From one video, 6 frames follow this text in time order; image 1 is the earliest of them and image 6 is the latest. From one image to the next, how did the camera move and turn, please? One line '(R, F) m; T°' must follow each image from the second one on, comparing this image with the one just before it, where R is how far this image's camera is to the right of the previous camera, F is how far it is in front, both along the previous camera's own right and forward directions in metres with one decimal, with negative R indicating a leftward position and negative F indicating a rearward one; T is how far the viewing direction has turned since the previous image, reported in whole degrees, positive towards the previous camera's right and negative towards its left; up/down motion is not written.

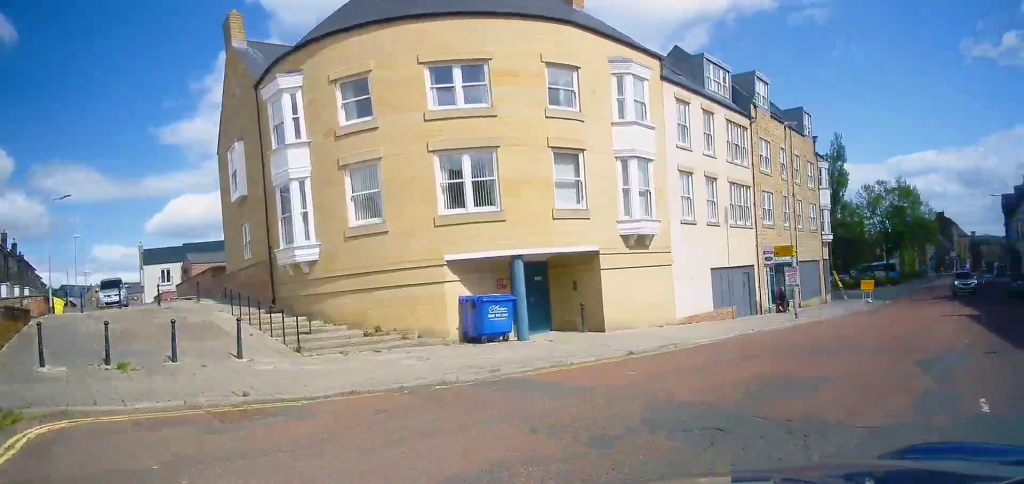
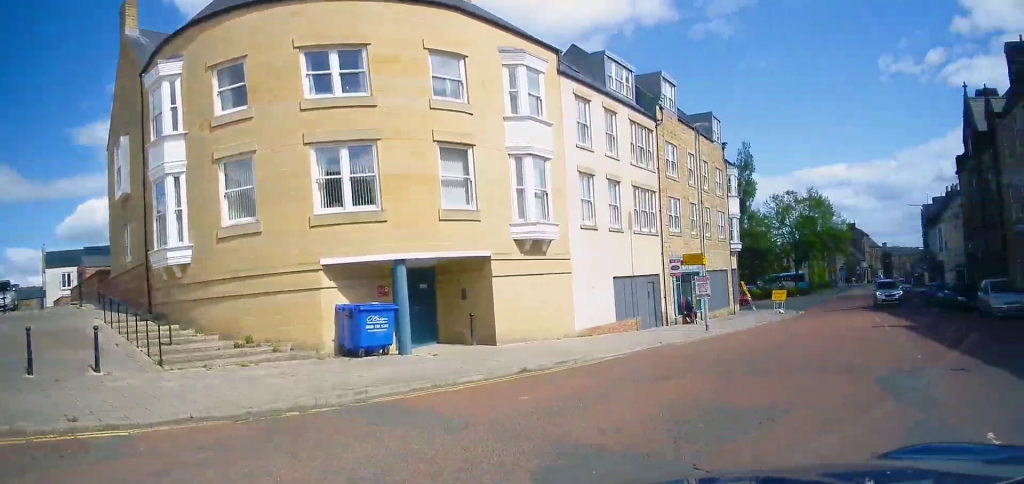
(+0.1, +1.4) m; +9°
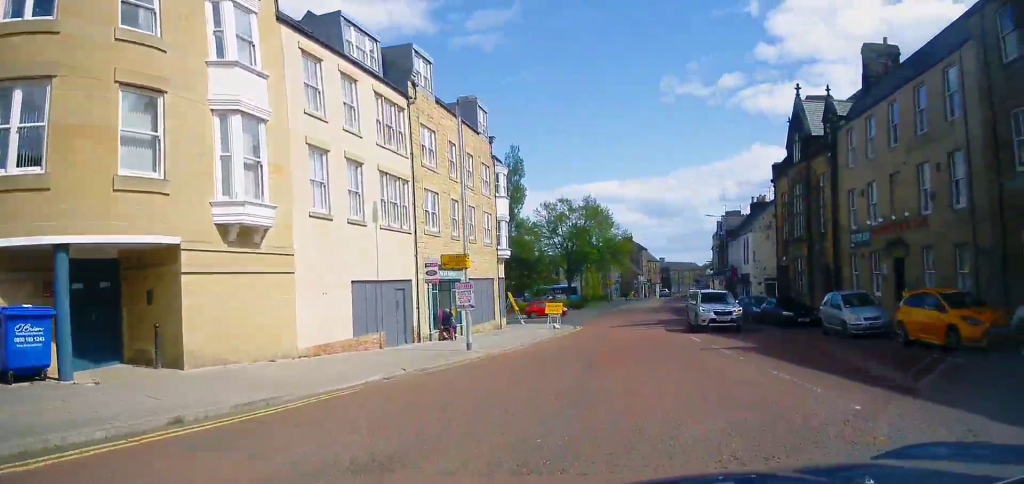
(+1.0, +4.2) m; +20°
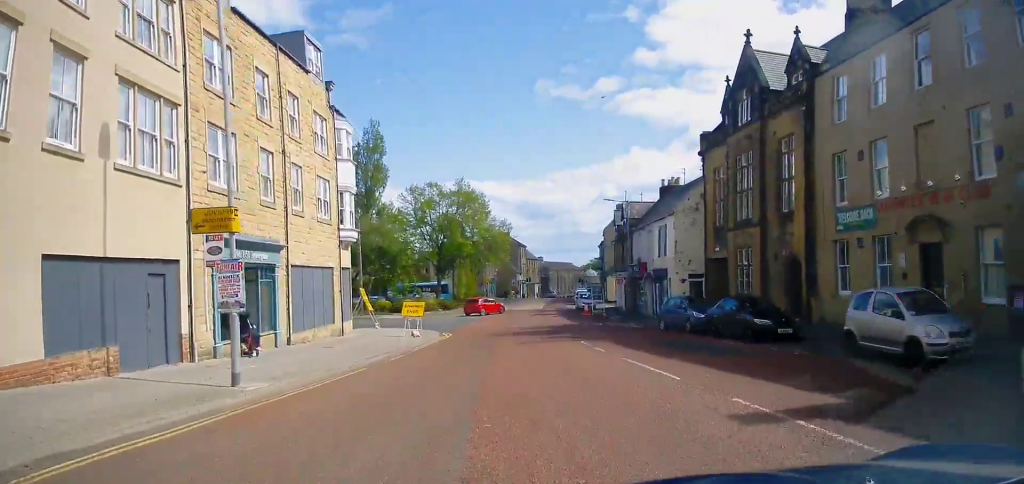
(+1.3, +8.4) m; +17°
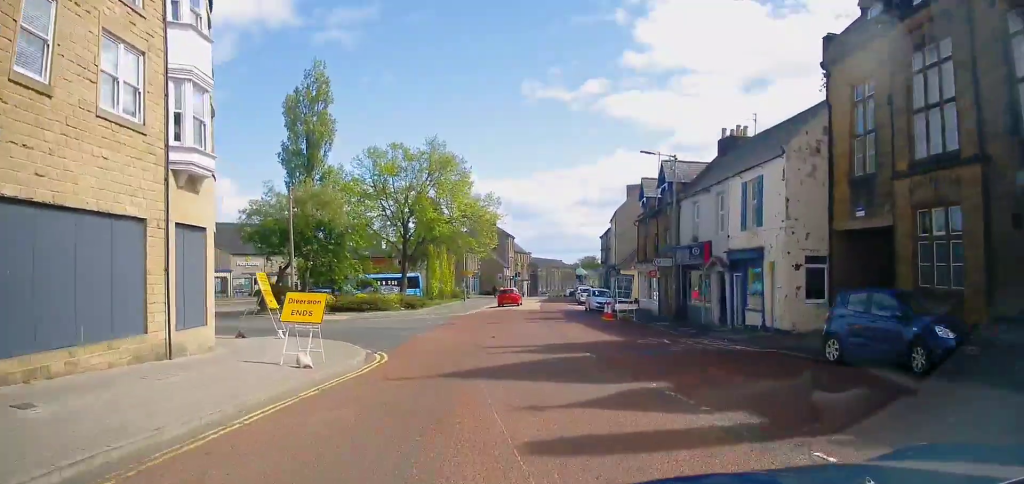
(+0.2, +13.2) m; 0°
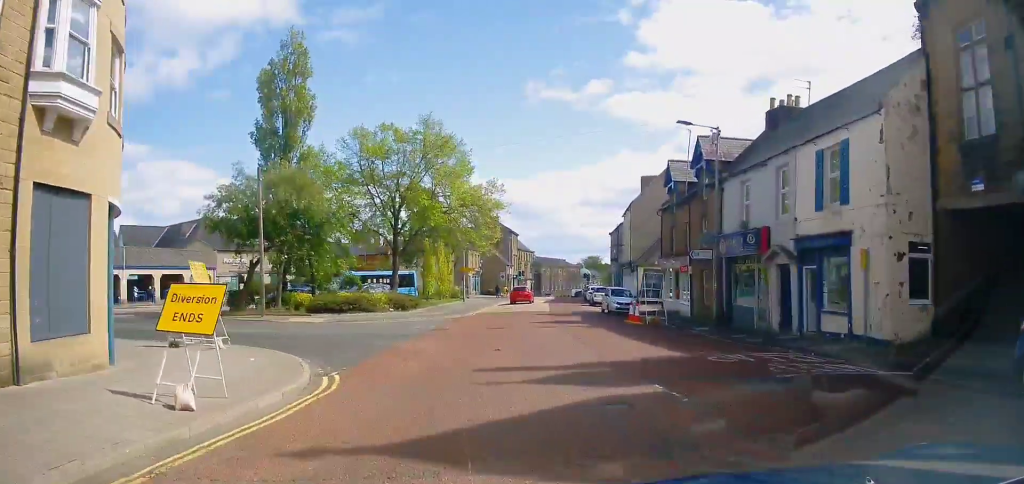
(+0.1, +5.1) m; +2°
